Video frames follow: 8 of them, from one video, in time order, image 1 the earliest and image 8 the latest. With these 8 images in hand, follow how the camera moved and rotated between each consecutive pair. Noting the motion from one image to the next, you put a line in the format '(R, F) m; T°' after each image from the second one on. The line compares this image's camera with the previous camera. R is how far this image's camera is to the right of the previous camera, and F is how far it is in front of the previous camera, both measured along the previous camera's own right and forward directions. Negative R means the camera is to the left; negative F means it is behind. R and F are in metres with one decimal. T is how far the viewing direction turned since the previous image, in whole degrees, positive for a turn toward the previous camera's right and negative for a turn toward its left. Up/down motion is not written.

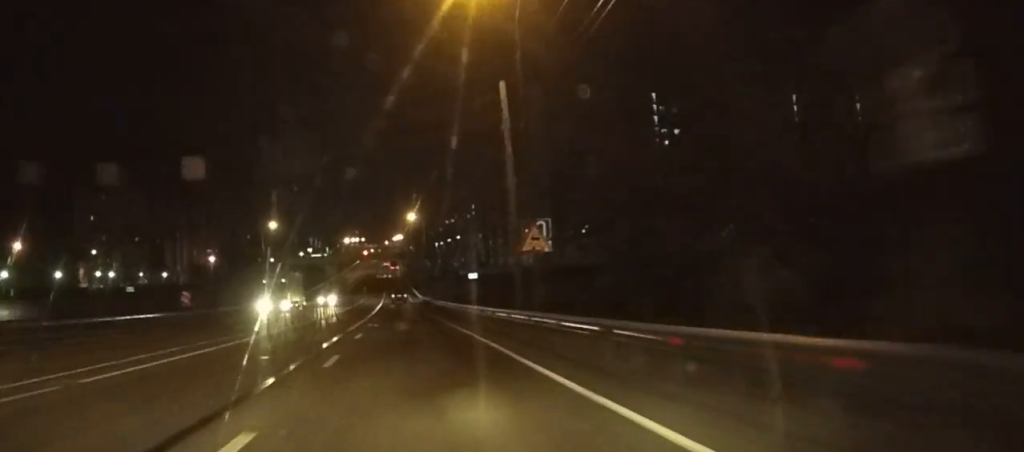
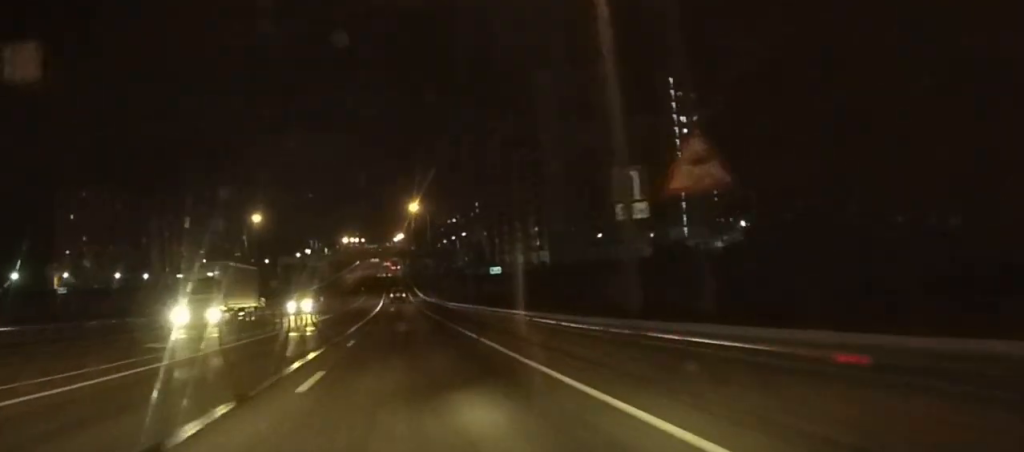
(0.0, +16.3) m; 0°
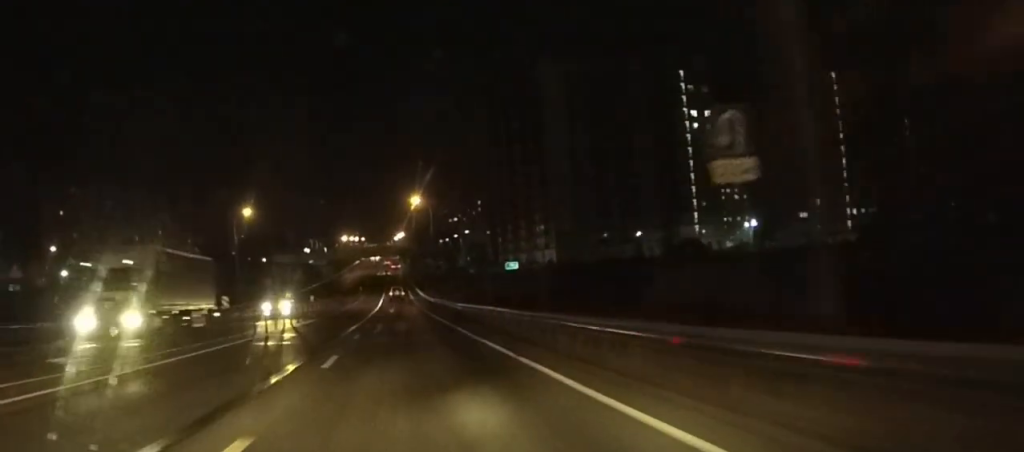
(+0.1, +7.9) m; 0°
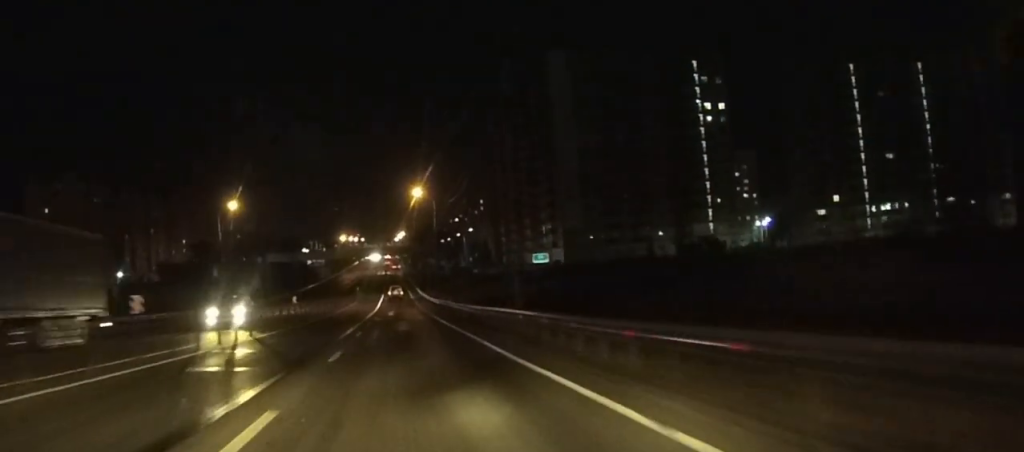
(-0.1, +9.9) m; 0°
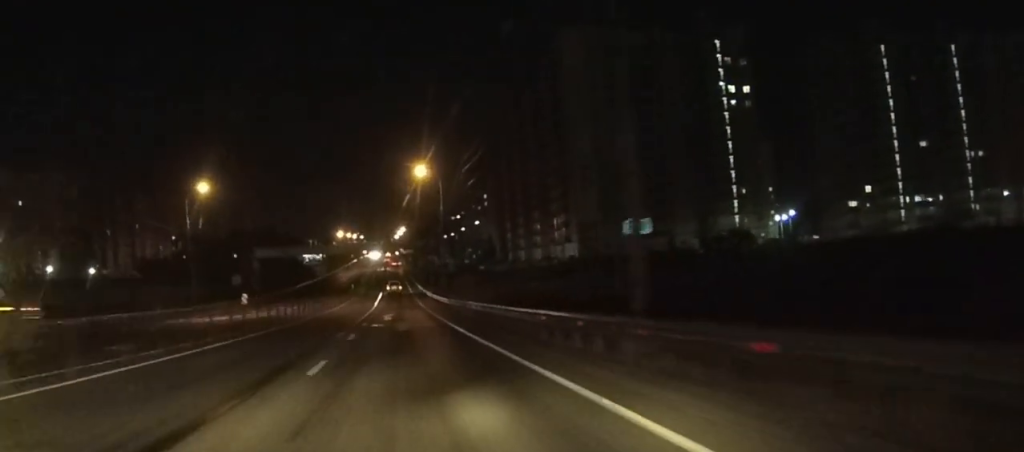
(-0.1, +15.6) m; 0°
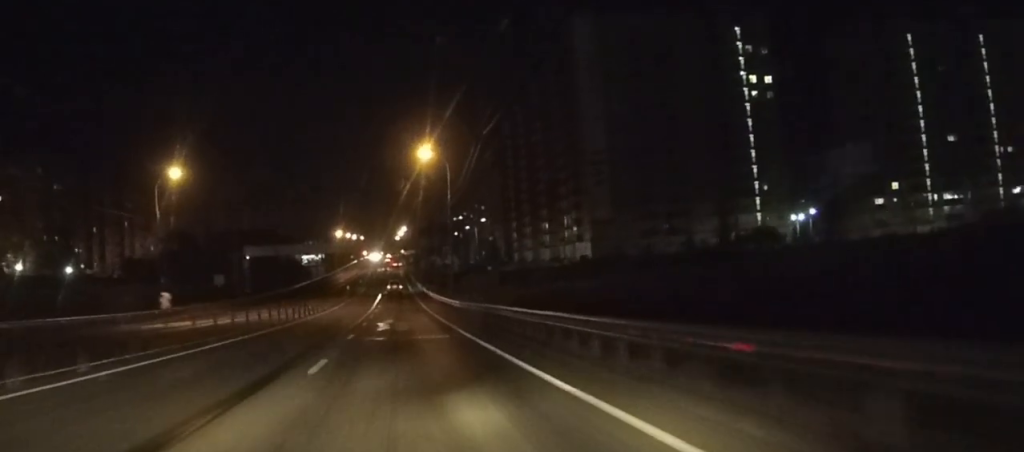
(0.0, +11.3) m; 0°
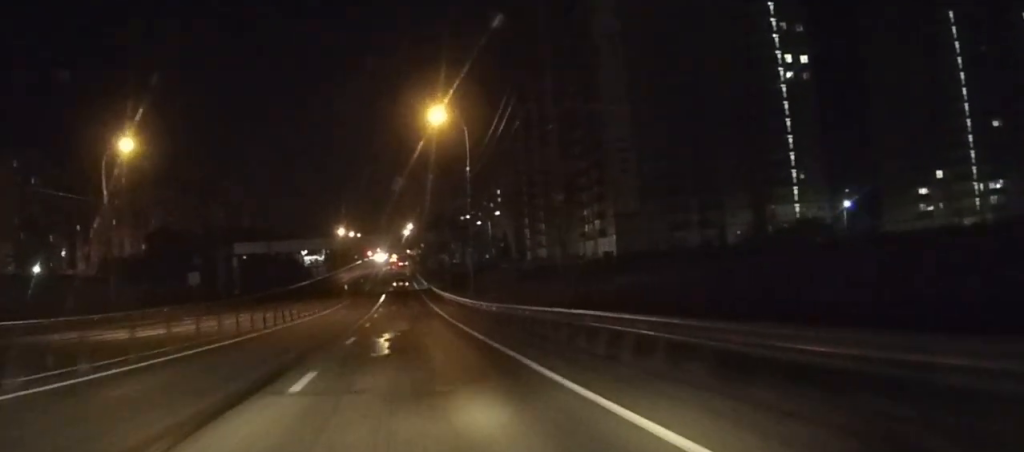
(0.0, +15.2) m; 0°
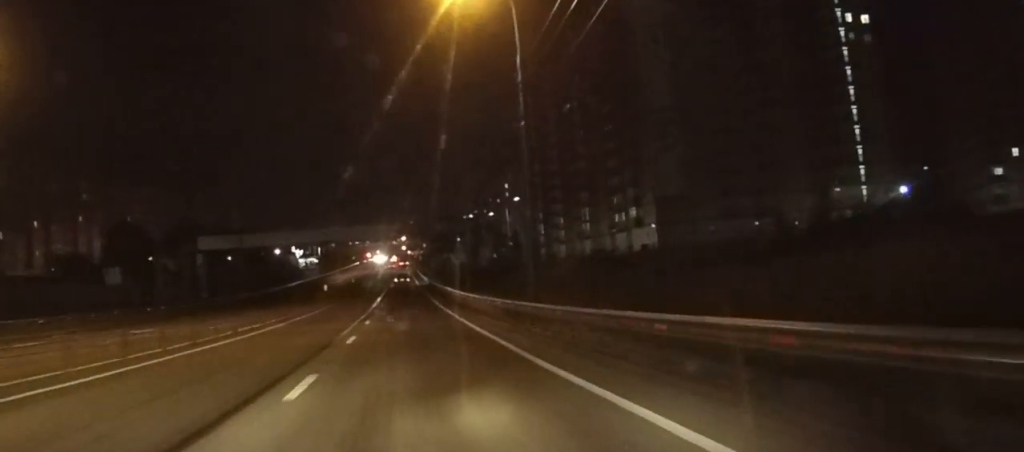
(0.0, +24.8) m; 0°
